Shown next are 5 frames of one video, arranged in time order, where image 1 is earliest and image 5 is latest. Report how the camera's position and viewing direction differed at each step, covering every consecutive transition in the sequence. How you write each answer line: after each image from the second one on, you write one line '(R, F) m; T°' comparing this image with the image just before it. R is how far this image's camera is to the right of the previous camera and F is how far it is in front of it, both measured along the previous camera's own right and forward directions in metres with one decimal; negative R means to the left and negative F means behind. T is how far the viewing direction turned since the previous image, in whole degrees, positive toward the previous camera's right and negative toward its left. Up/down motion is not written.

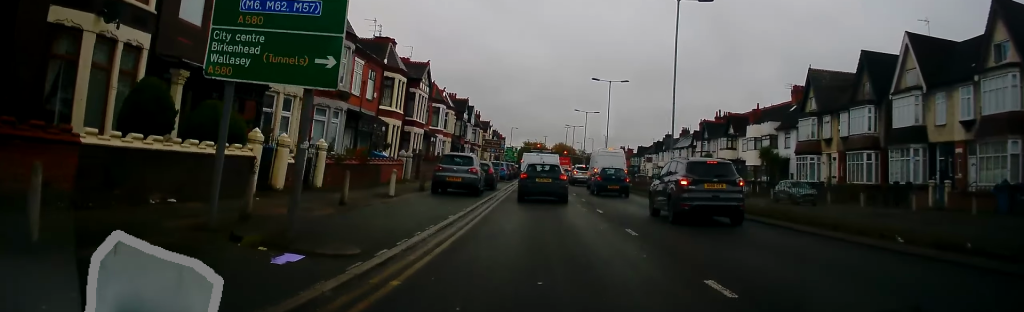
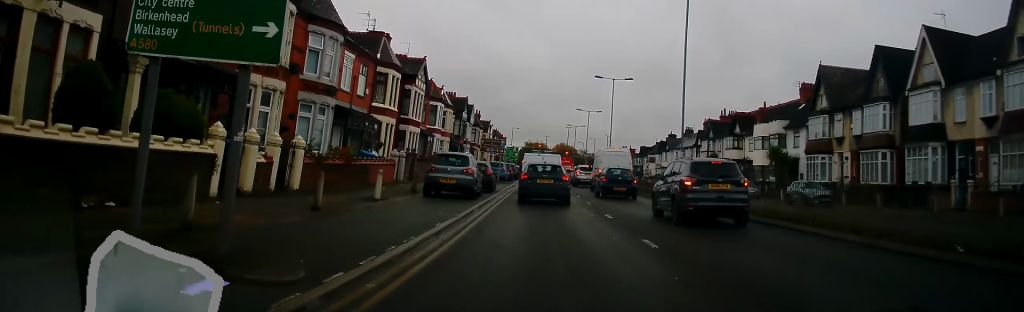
(-0.1, +1.9) m; 0°
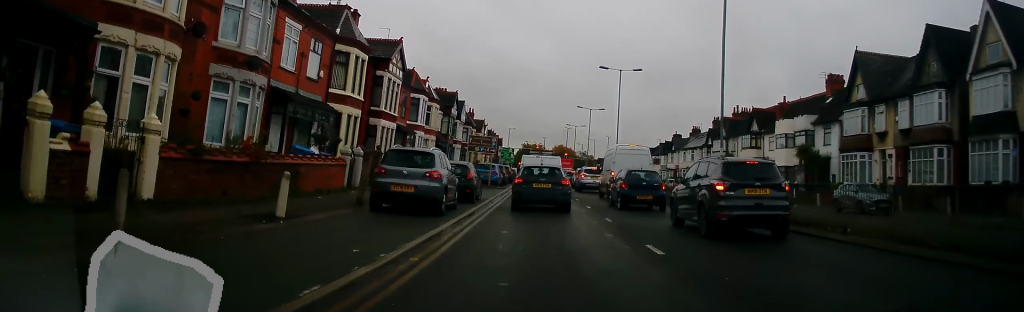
(+0.1, +6.8) m; +5°
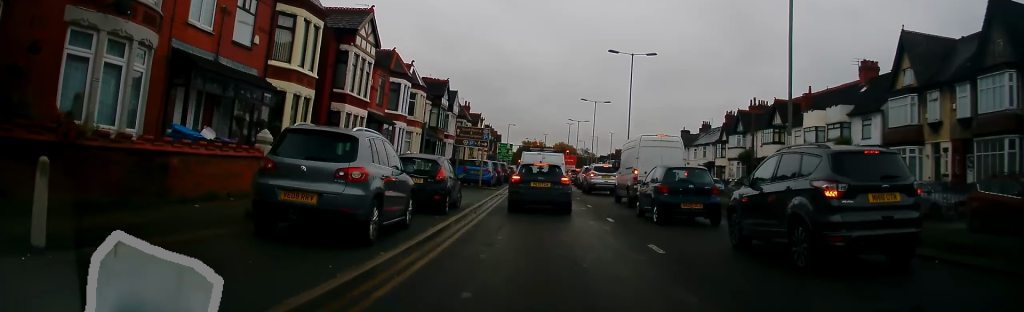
(0.0, +6.5) m; -2°
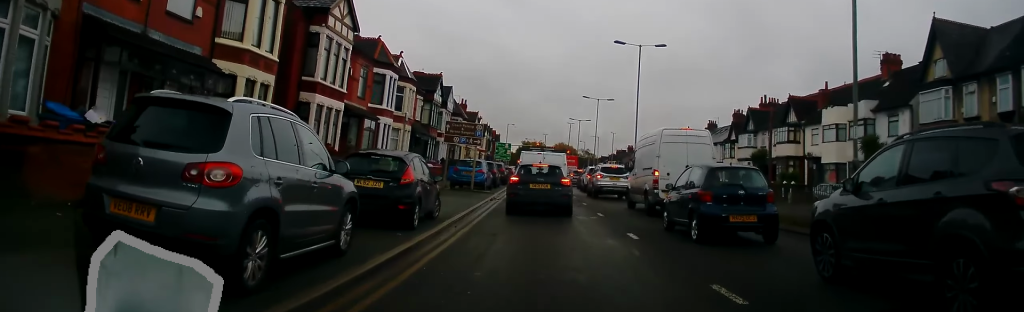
(0.0, +3.6) m; +2°
